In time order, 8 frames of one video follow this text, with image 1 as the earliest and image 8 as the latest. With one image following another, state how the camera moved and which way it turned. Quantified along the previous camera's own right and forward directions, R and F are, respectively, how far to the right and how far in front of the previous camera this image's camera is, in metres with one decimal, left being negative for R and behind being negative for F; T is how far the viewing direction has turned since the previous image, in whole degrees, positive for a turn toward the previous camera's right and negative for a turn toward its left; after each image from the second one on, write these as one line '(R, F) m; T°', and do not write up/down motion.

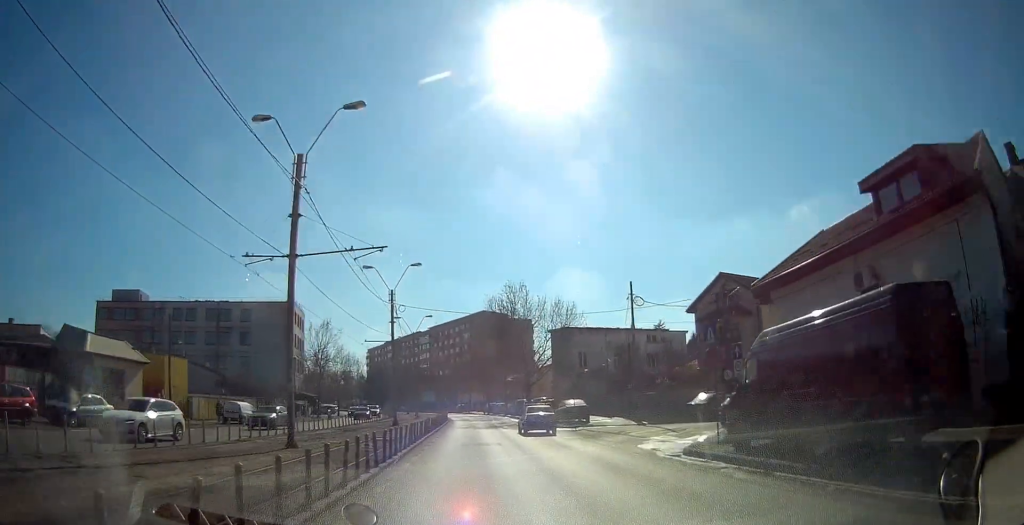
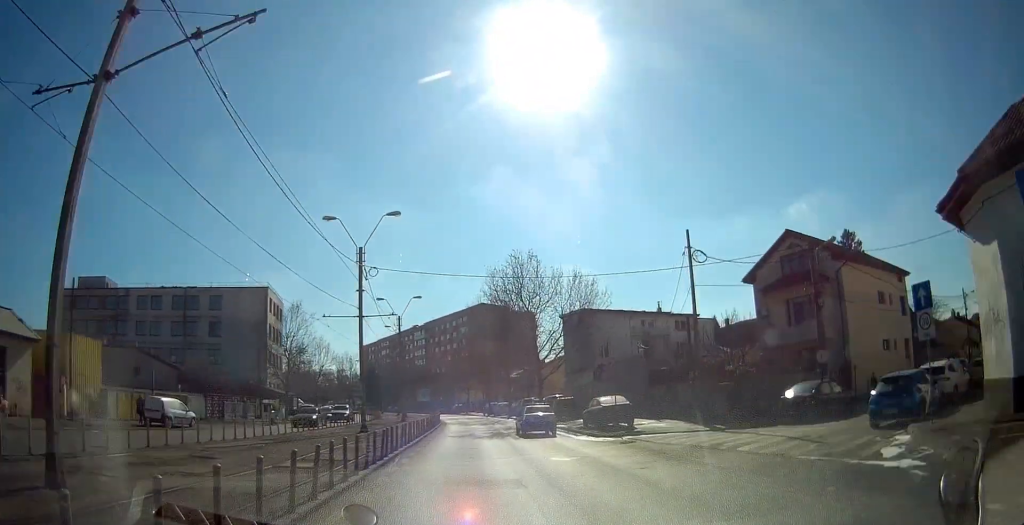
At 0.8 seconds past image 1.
(+0.1, +10.8) m; 0°
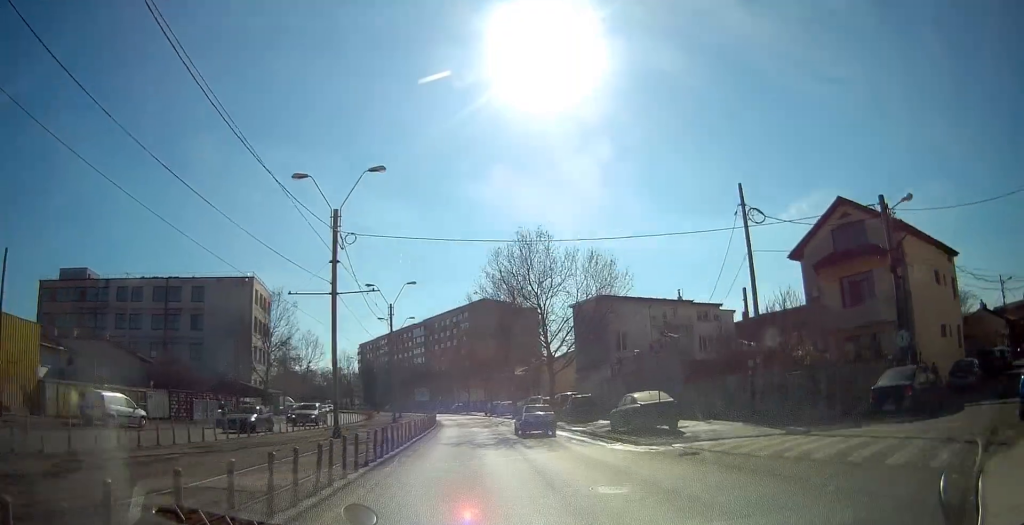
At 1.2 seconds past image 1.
(0.0, +6.0) m; 0°
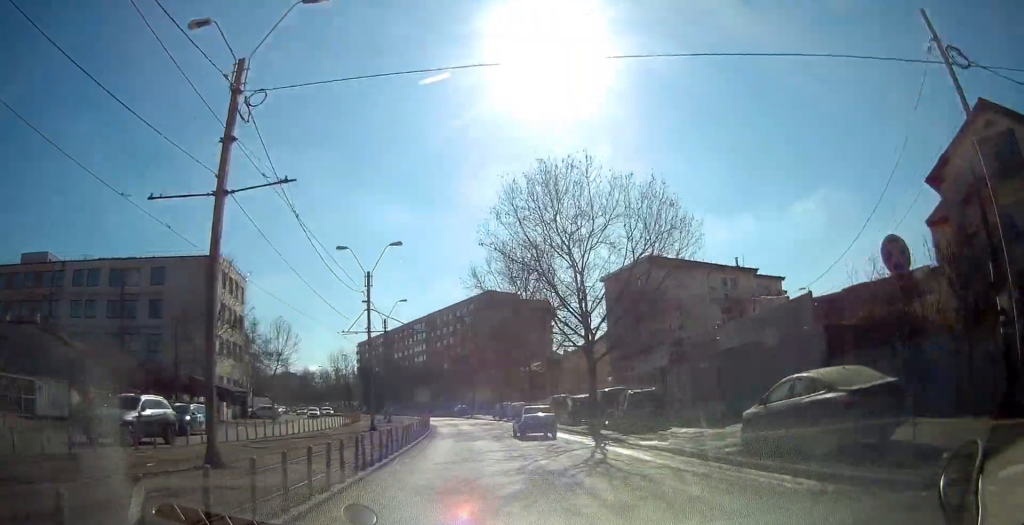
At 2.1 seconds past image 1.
(0.0, +11.9) m; 0°
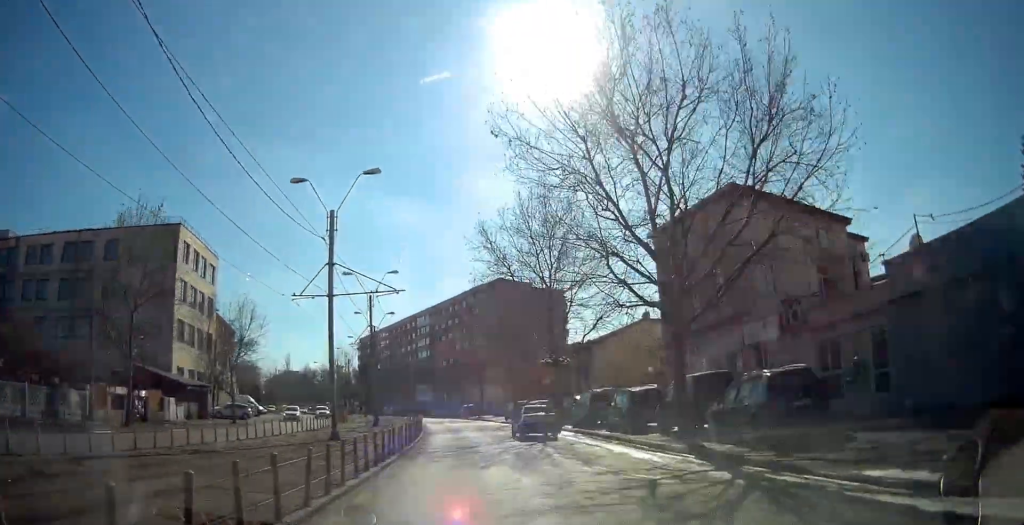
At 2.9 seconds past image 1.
(0.0, +11.0) m; 0°
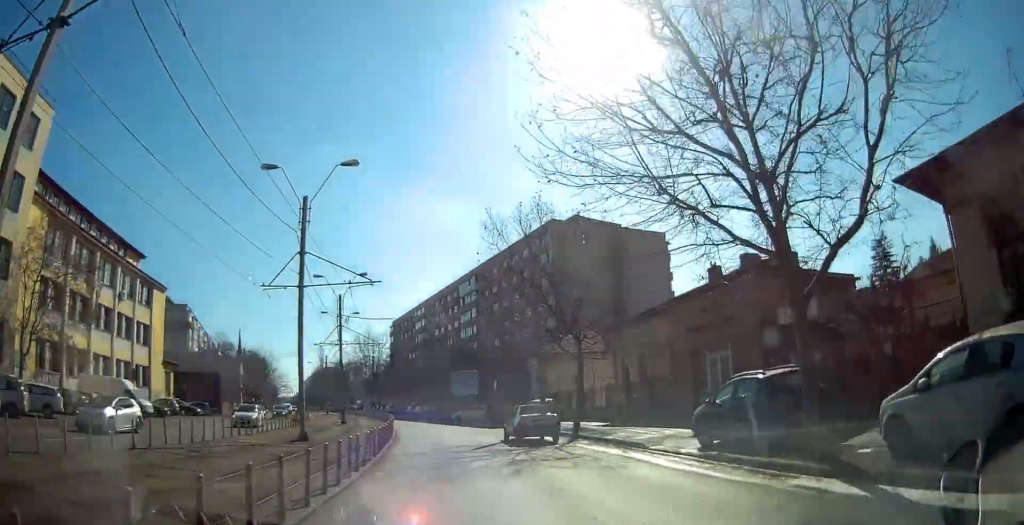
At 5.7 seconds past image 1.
(-1.4, +37.4) m; -7°
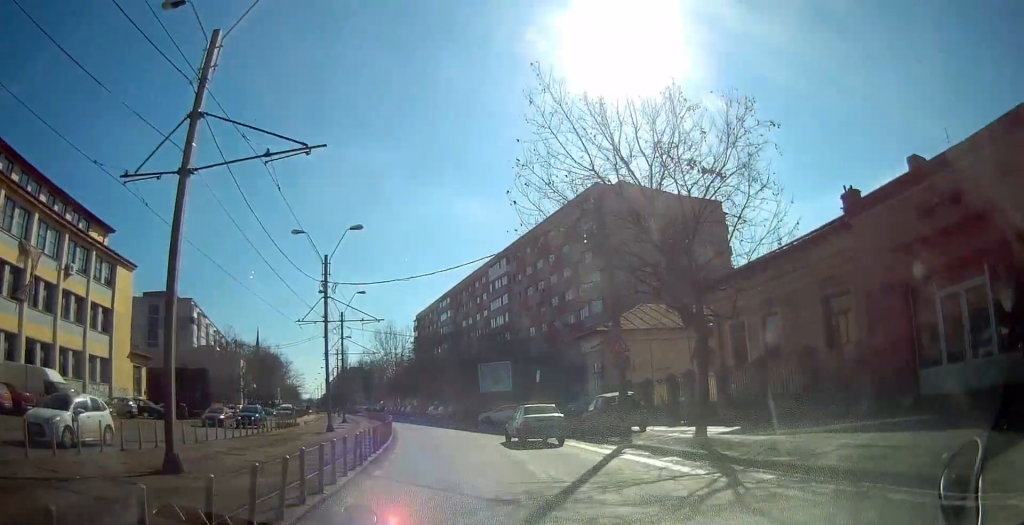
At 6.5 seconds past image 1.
(-0.5, +11.5) m; -3°
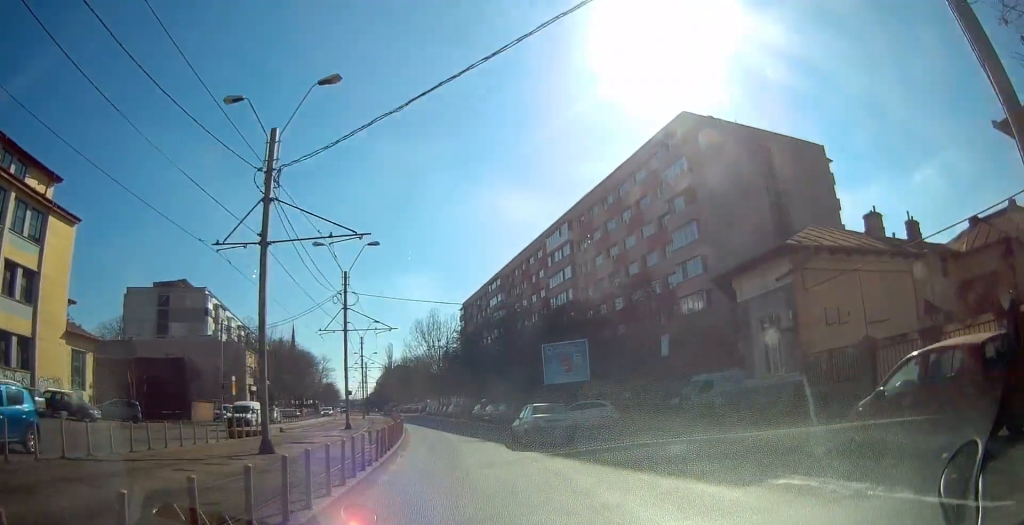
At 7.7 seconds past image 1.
(-0.3, +15.6) m; -4°
